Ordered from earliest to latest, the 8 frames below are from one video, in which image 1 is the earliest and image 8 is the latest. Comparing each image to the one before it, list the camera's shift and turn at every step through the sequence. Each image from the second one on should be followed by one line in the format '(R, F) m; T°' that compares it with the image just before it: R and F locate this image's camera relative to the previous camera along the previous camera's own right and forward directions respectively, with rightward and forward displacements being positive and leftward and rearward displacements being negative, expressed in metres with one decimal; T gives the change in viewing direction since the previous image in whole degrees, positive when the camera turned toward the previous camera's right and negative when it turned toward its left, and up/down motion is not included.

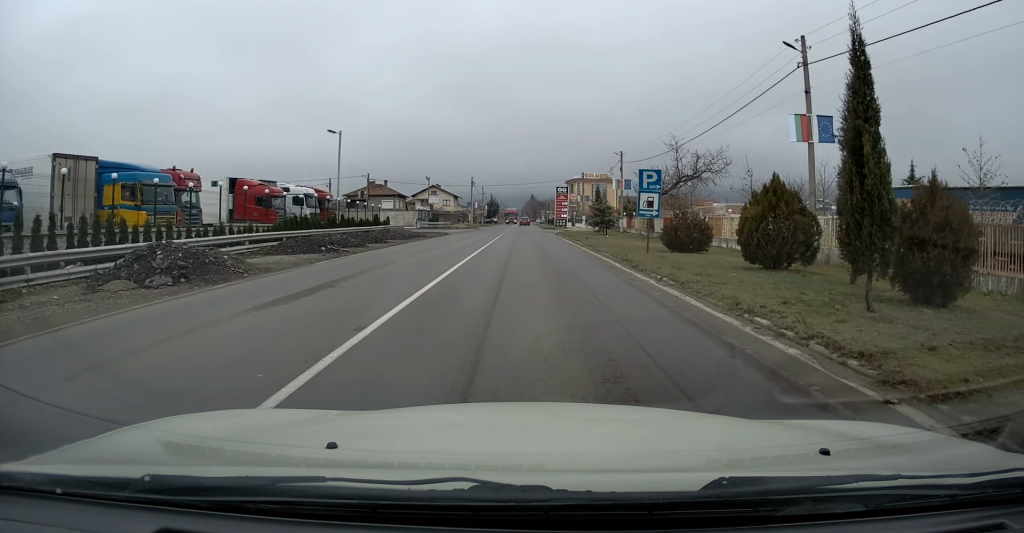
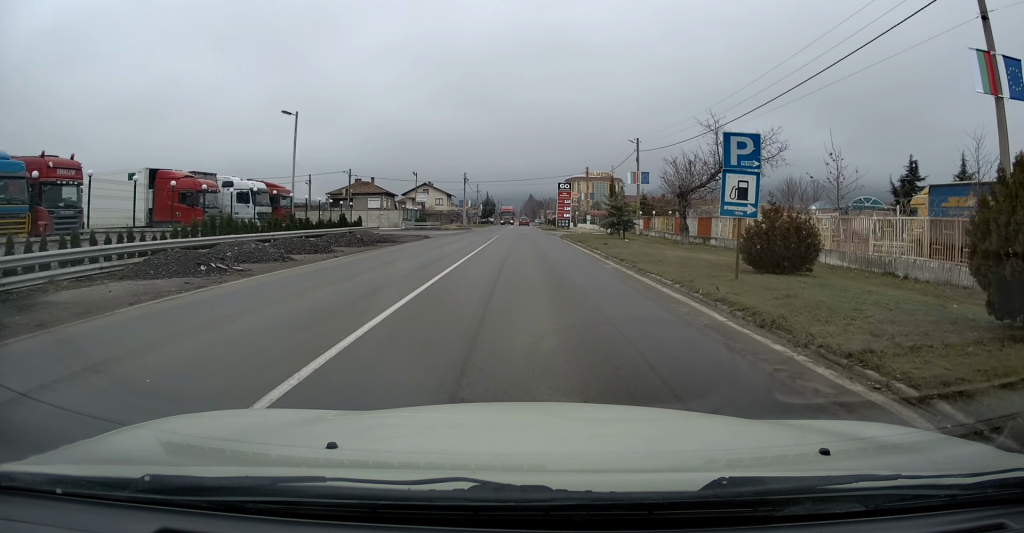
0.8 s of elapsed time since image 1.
(-0.1, +8.6) m; 0°
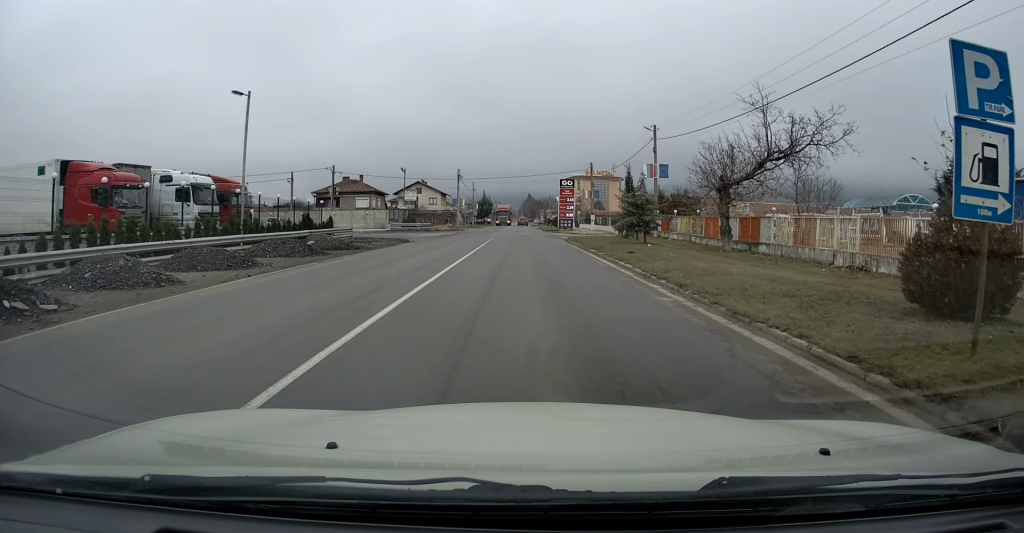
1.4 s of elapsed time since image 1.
(0.0, +6.5) m; 0°
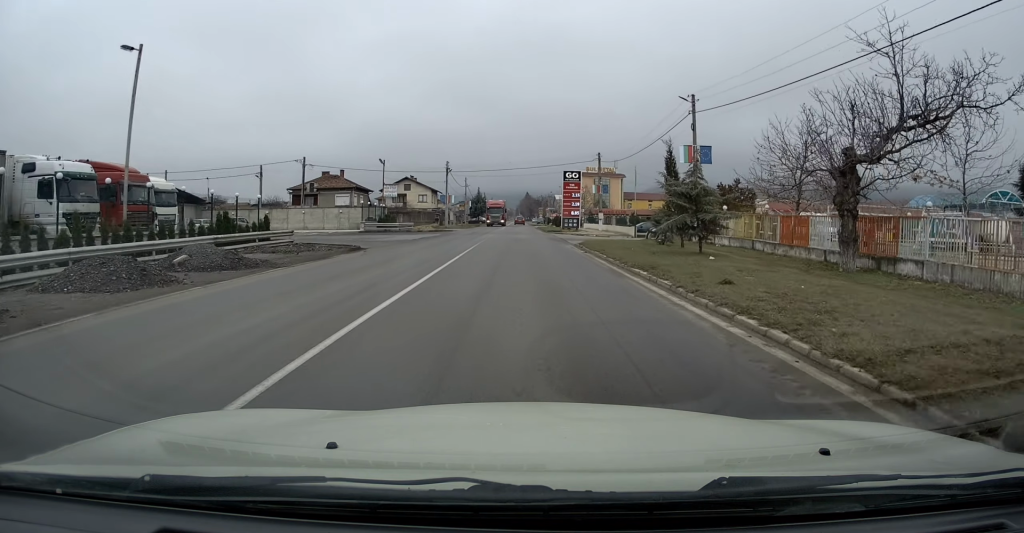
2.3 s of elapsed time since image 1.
(+0.1, +9.6) m; +1°
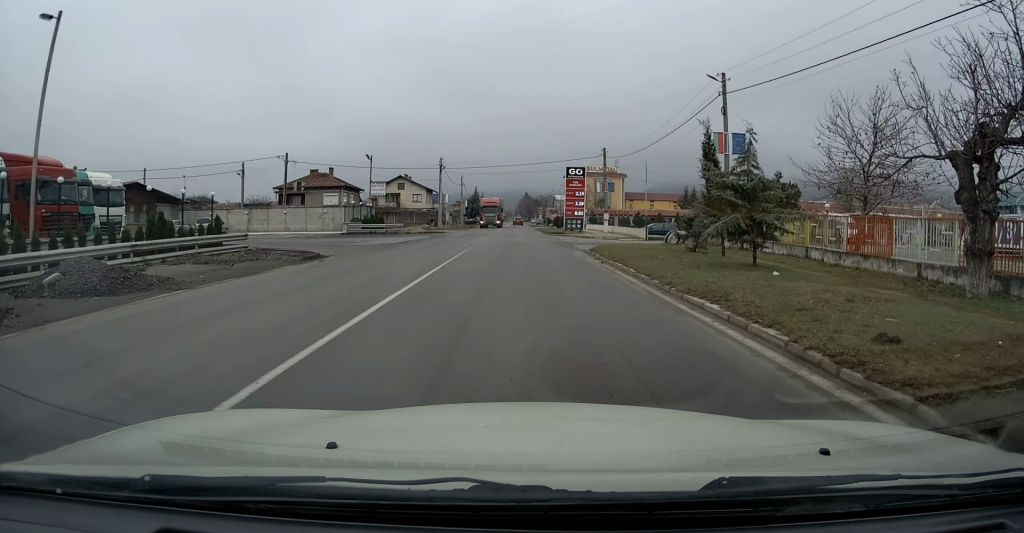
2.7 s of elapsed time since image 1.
(0.0, +4.8) m; 0°
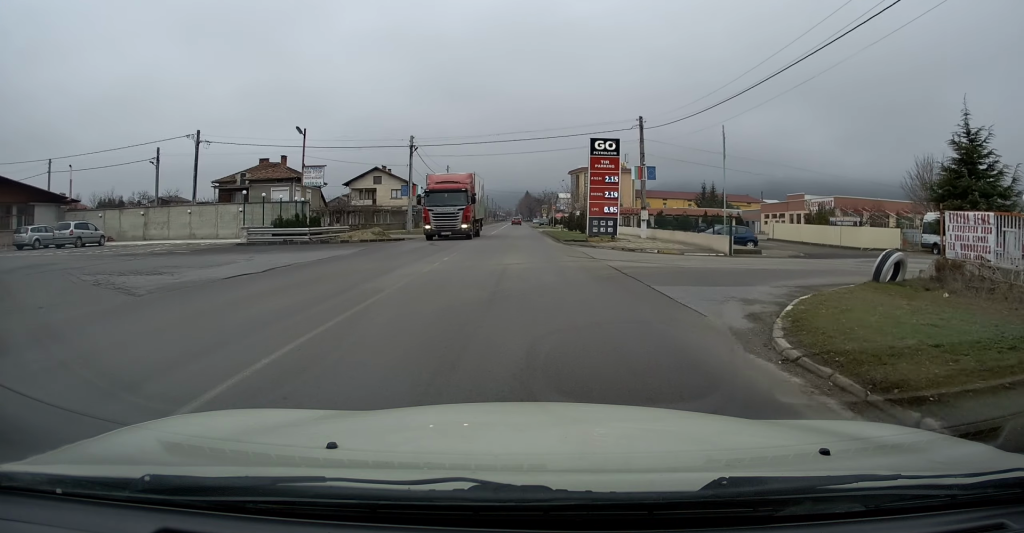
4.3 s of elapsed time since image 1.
(-0.1, +18.0) m; 0°
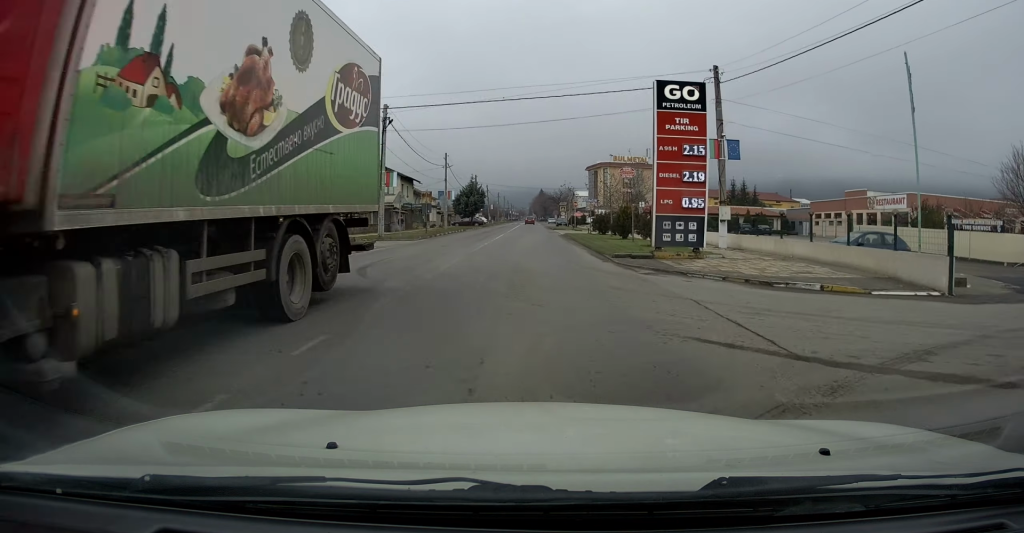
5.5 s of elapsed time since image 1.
(0.0, +13.9) m; -1°
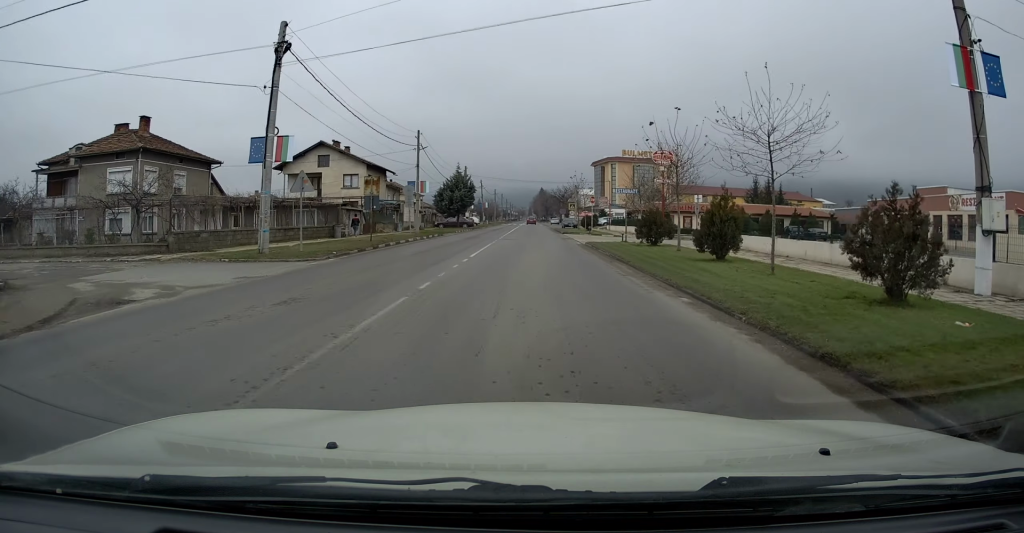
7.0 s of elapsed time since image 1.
(-0.5, +16.0) m; -1°
